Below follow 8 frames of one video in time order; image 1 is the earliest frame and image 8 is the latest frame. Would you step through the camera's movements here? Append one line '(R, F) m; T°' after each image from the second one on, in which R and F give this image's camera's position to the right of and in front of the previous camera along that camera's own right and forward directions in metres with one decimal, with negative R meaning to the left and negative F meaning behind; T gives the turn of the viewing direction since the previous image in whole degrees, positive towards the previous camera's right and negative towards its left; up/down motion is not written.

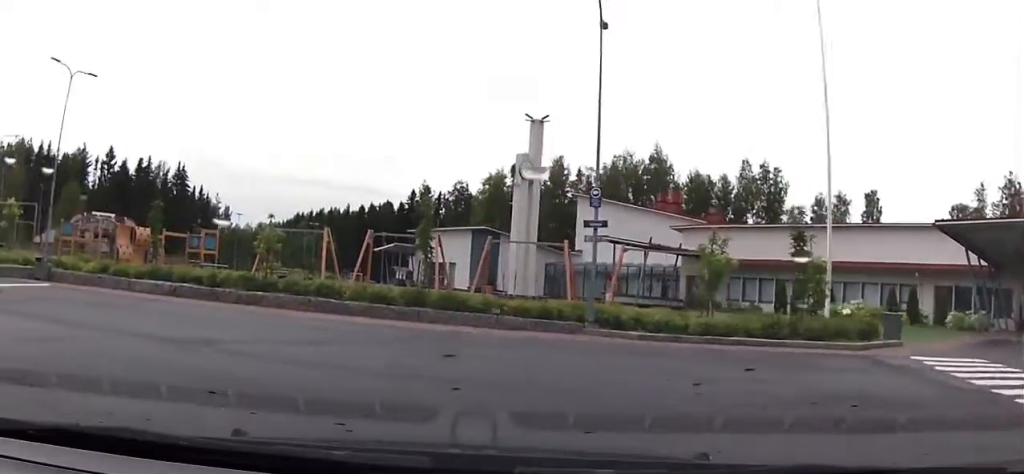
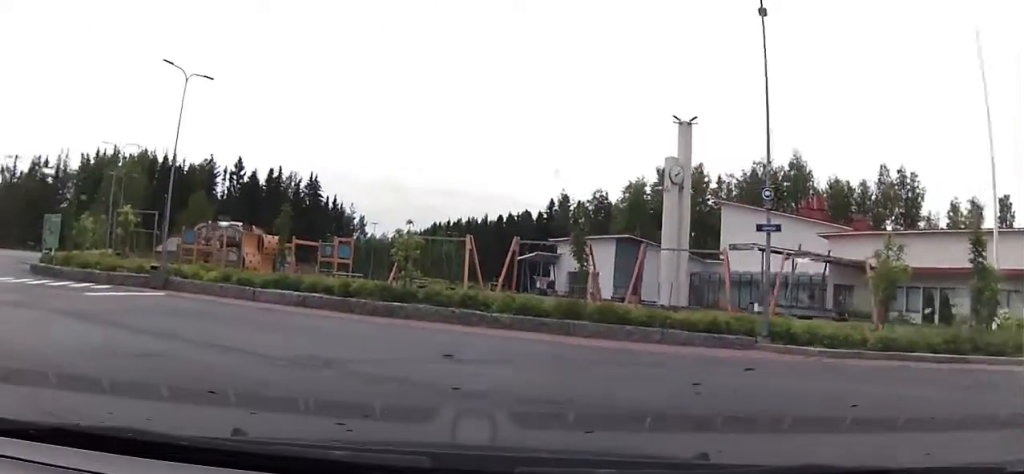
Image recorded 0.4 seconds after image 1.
(-0.1, +1.4) m; -9°
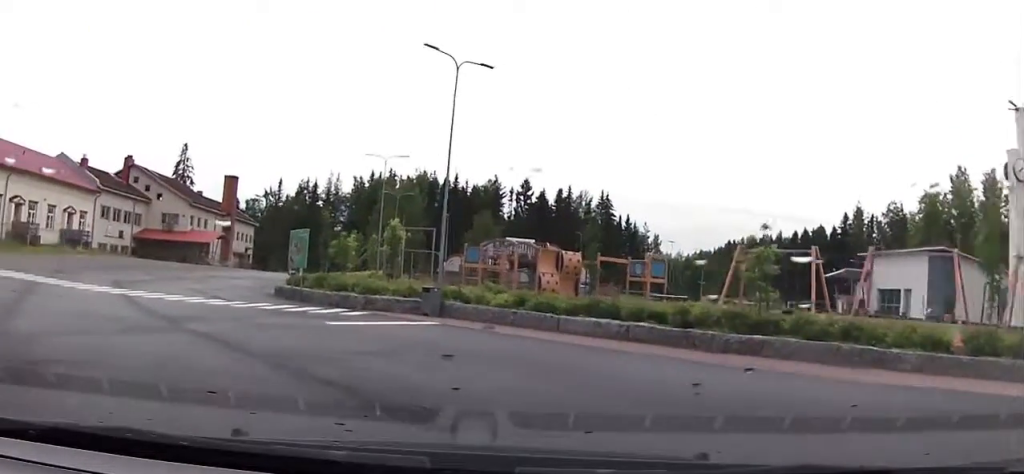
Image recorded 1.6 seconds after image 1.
(-0.8, +4.1) m; -22°
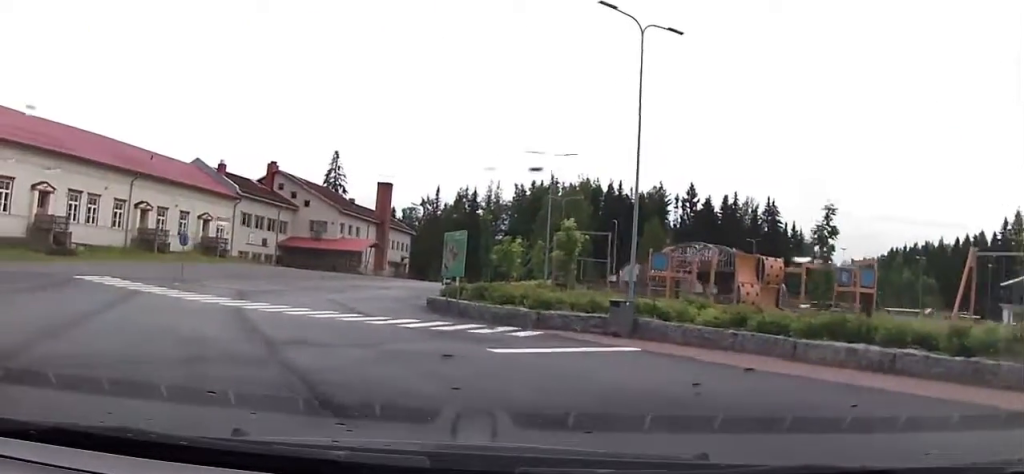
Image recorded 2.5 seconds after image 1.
(-0.6, +3.7) m; -16°
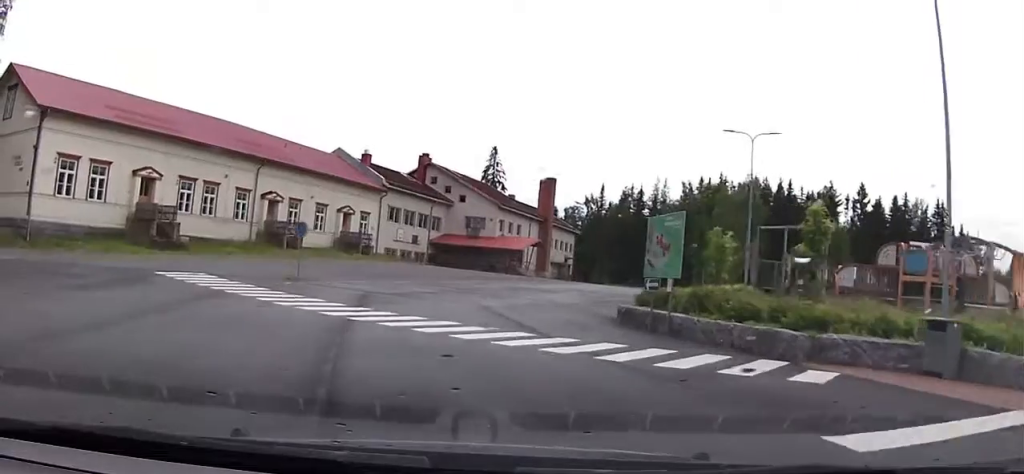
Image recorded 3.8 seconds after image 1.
(-1.0, +5.8) m; -15°
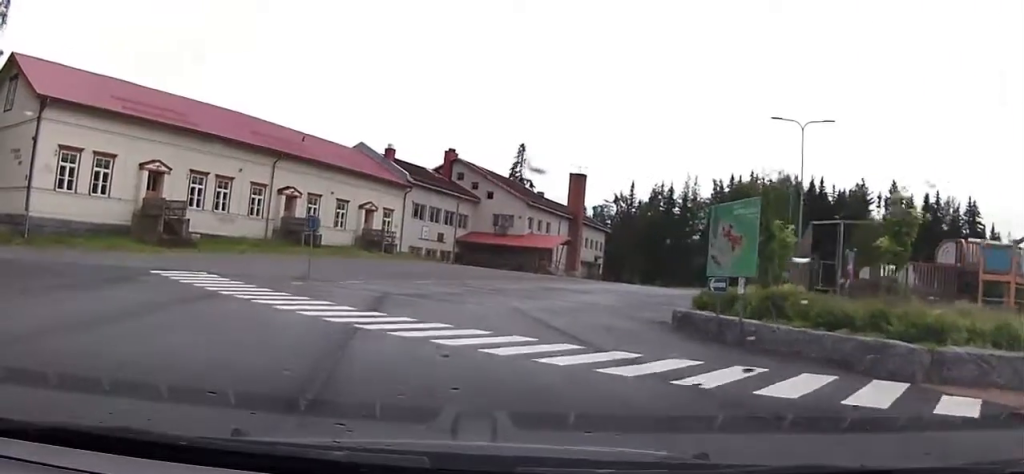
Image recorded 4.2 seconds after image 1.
(-0.1, +2.2) m; -3°
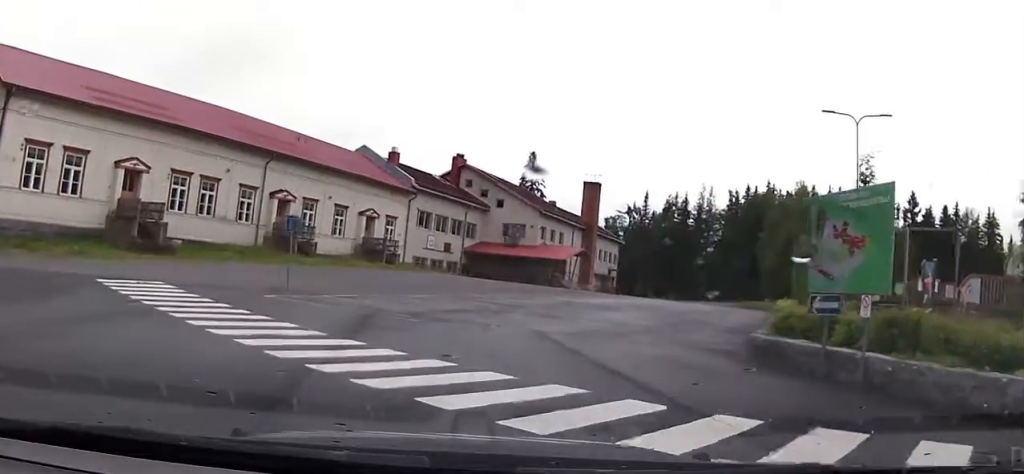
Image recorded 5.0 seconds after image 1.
(0.0, +3.8) m; 0°
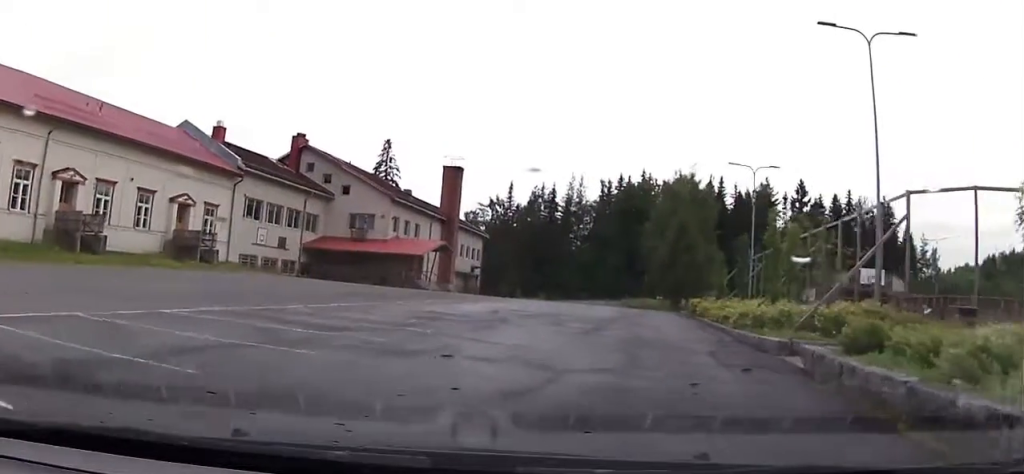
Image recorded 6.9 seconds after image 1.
(-0.7, +10.3) m; -5°
